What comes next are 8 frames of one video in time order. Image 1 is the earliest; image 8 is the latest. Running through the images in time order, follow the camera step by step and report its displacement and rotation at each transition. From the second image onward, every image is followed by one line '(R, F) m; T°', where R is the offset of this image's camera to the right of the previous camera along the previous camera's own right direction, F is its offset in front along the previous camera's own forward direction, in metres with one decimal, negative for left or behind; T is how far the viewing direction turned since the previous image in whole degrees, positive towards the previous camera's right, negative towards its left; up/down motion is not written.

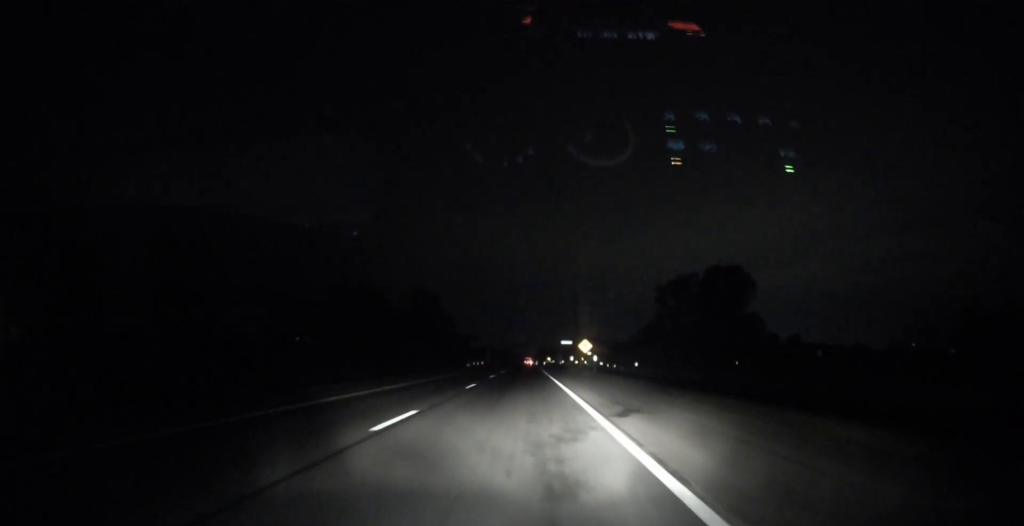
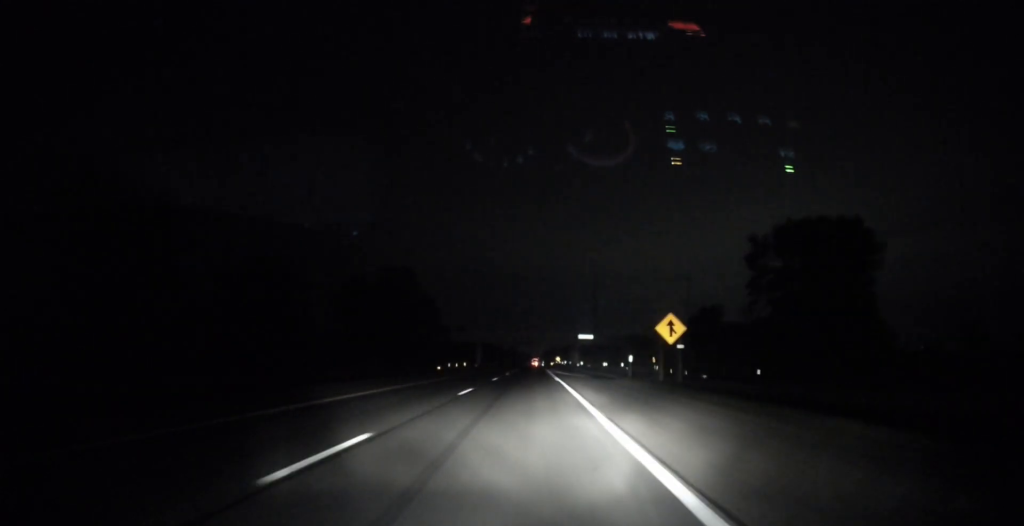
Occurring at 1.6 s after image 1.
(-0.1, +50.4) m; 0°
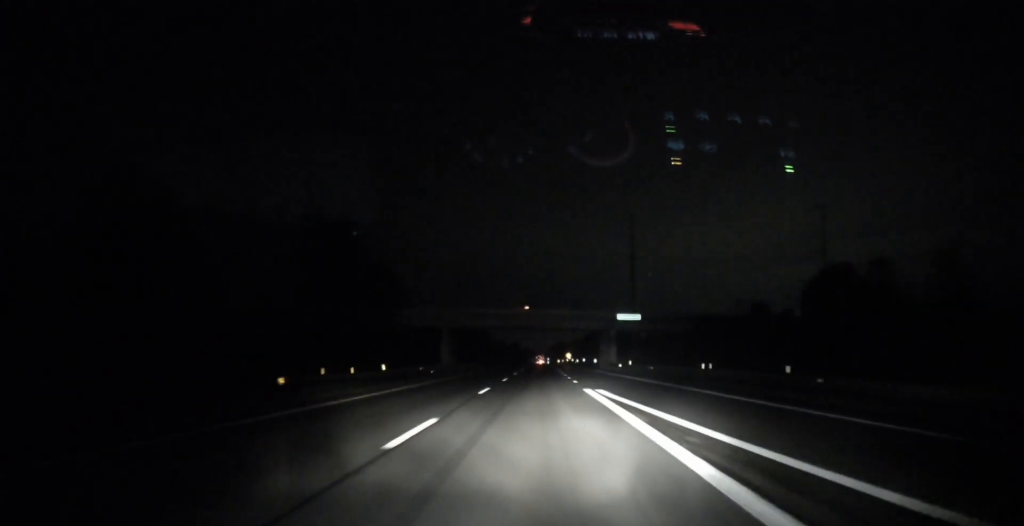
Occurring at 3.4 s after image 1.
(-0.1, +58.2) m; 0°
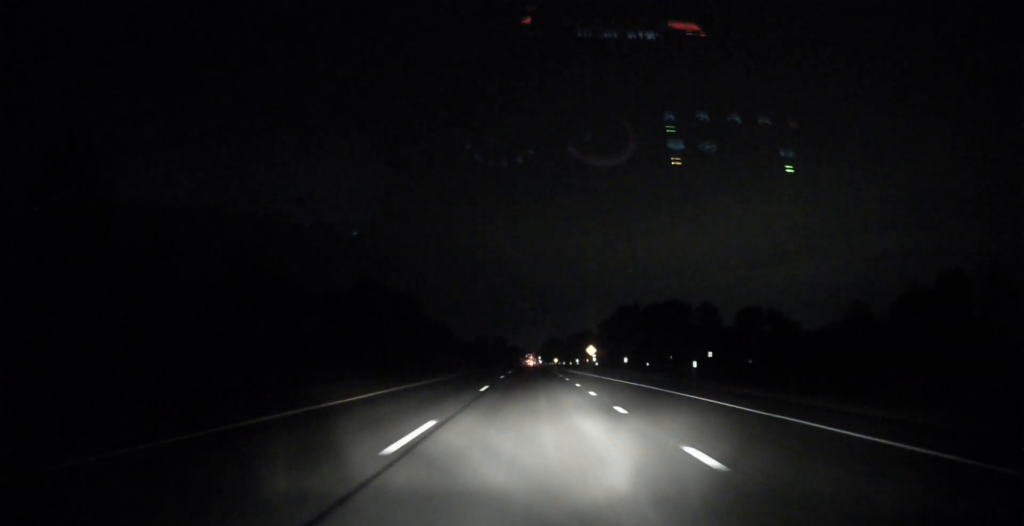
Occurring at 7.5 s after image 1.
(+0.5, +131.9) m; 0°
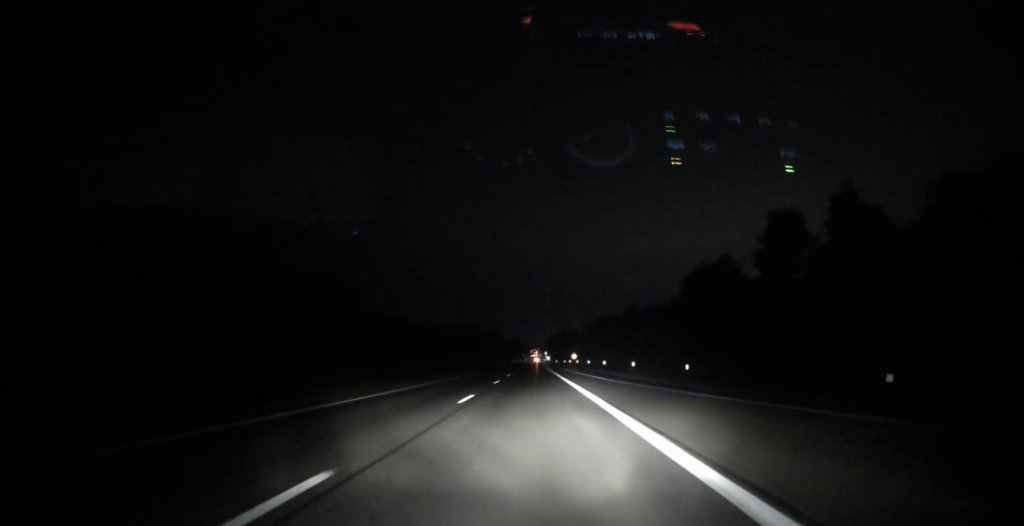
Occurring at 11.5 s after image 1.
(-0.1, +128.0) m; 0°
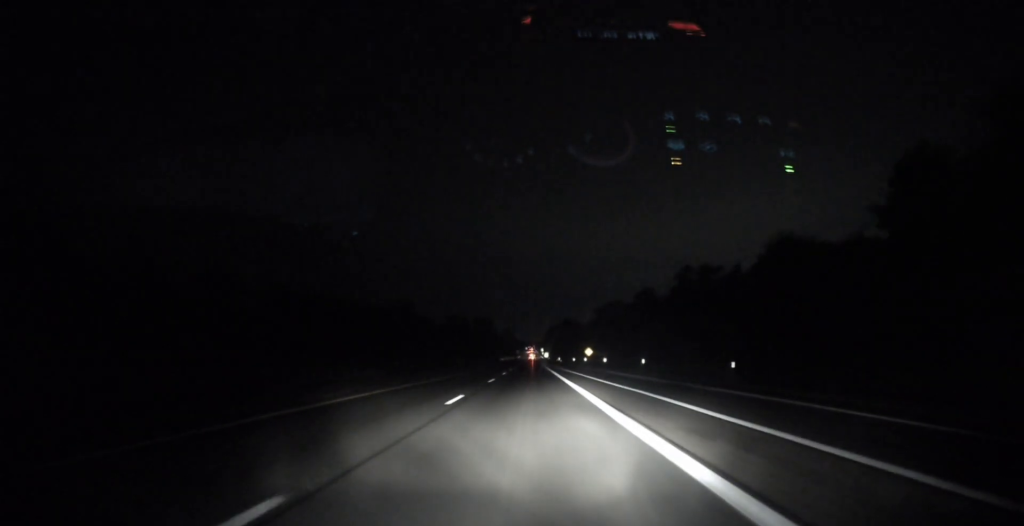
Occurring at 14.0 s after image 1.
(0.0, +77.1) m; 0°
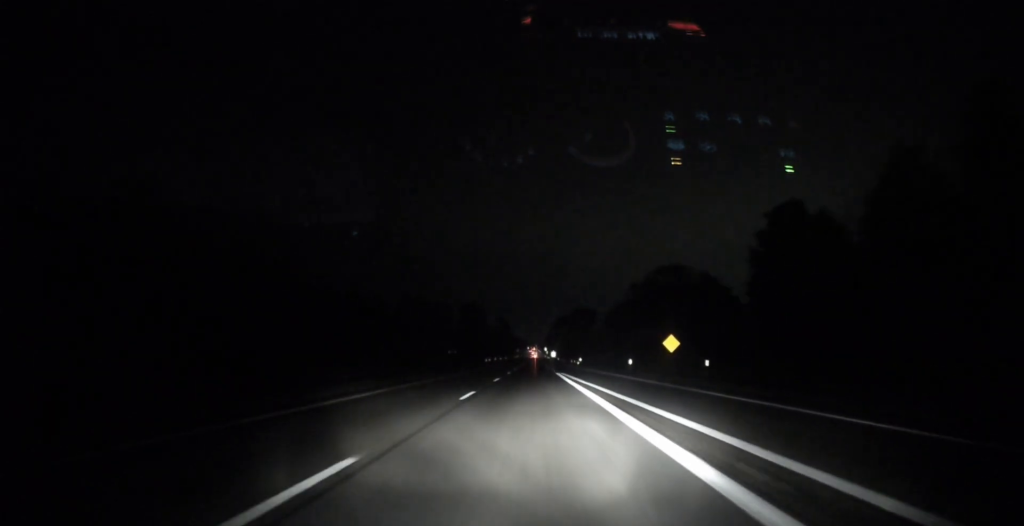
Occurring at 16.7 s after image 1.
(+0.2, +89.5) m; 0°
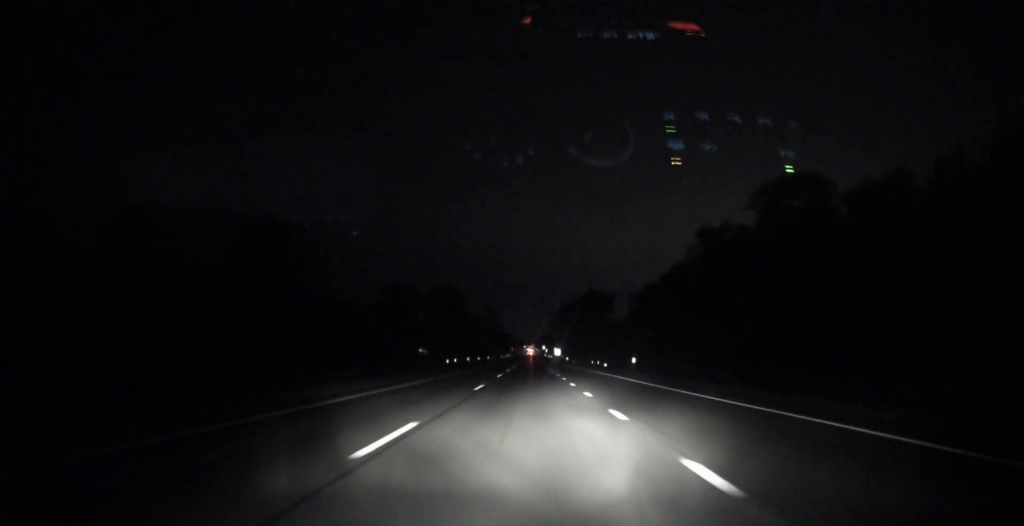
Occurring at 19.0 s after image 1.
(+0.1, +71.7) m; 0°
